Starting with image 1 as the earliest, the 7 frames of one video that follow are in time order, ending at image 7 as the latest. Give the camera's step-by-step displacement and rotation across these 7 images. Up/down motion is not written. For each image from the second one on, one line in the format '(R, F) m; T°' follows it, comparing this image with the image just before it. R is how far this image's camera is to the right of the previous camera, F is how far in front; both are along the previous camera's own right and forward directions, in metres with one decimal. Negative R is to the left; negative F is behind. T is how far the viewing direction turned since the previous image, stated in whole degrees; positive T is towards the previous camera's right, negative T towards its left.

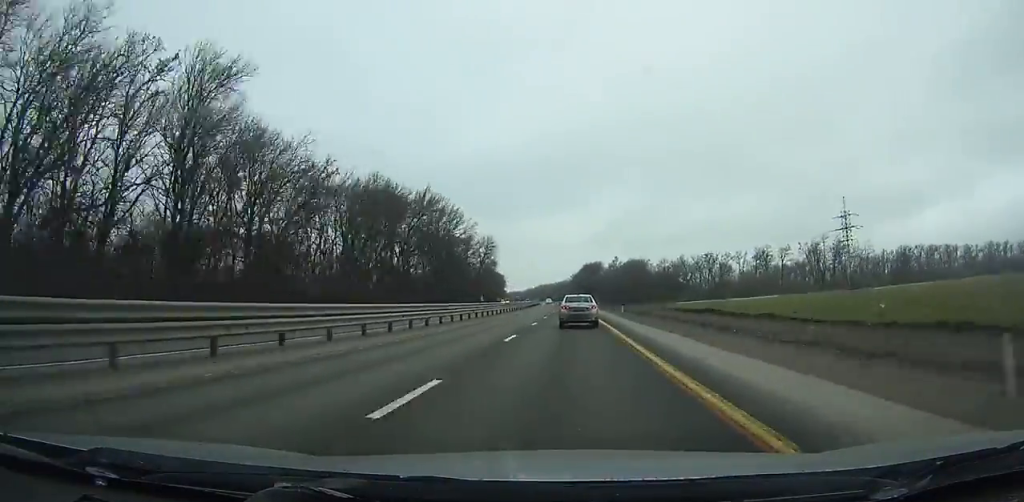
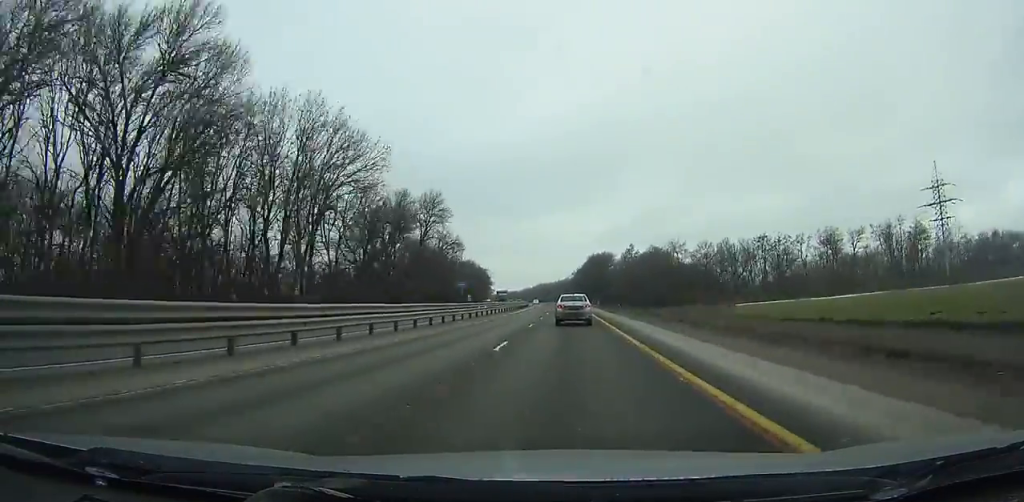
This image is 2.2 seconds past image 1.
(0.0, +54.3) m; -1°
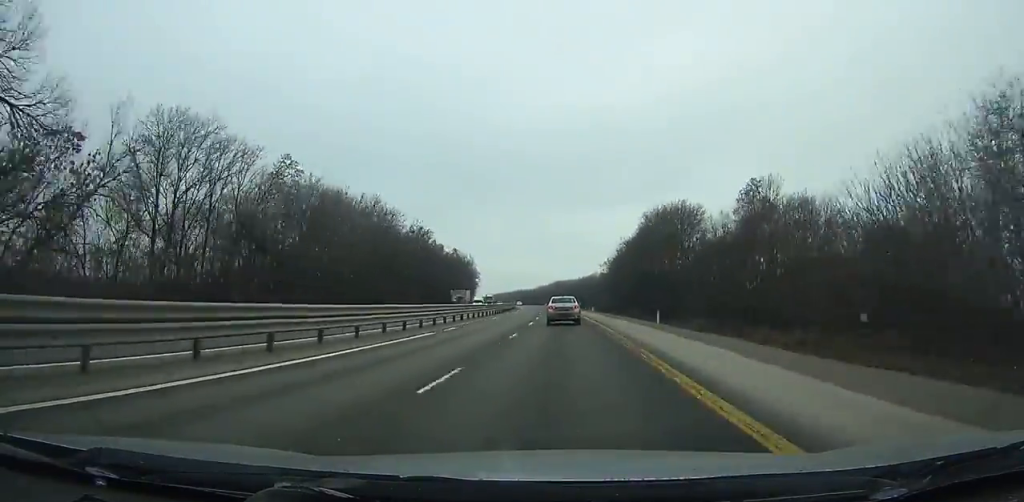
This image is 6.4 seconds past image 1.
(-2.7, +104.0) m; -3°
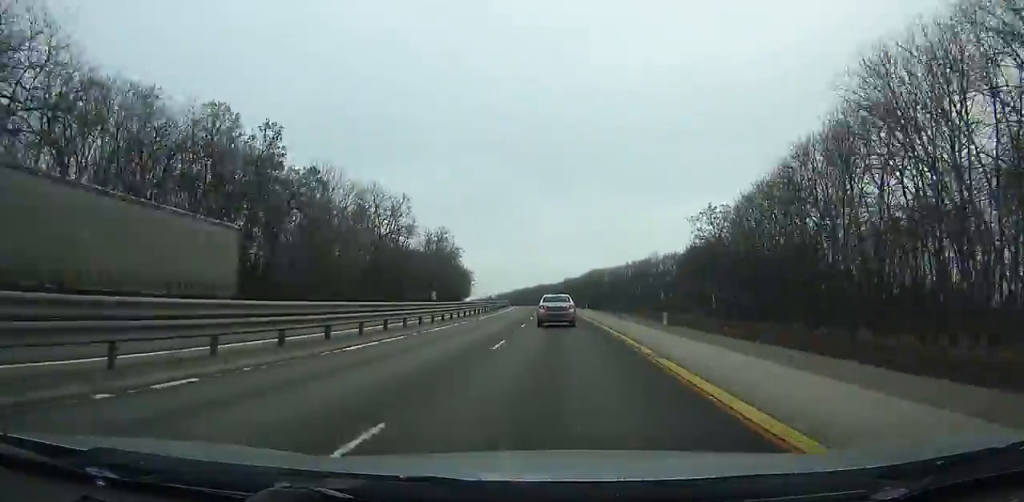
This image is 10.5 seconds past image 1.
(-2.8, +101.0) m; -4°
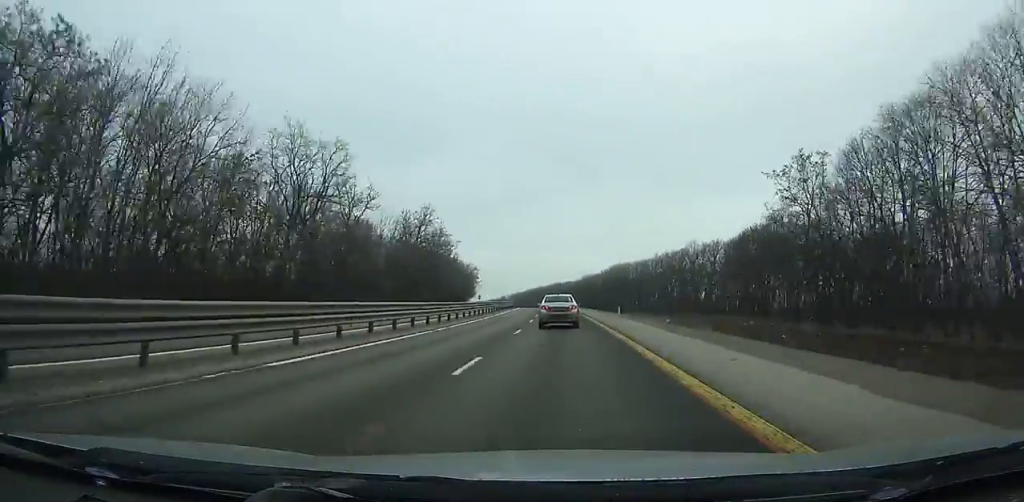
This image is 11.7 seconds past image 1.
(-0.5, +29.3) m; -1°
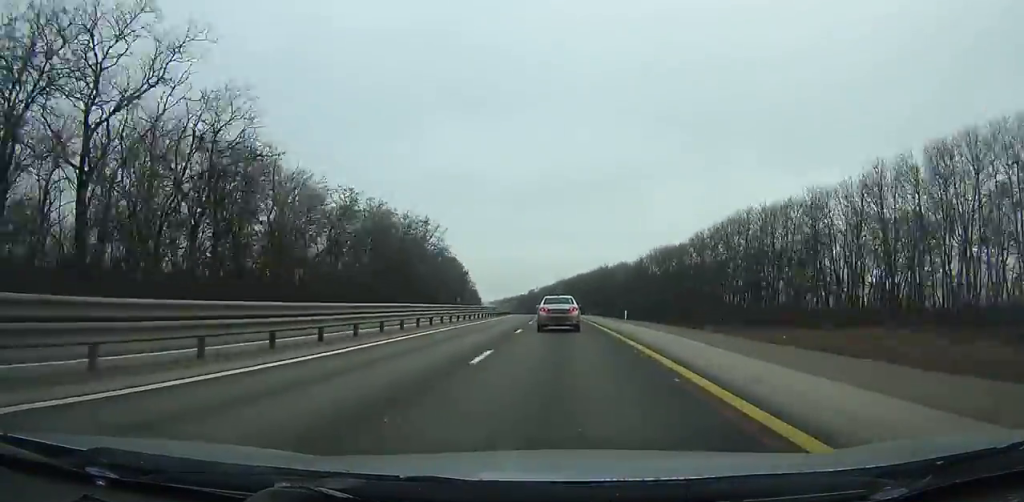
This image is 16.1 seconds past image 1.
(-3.9, +107.1) m; -4°
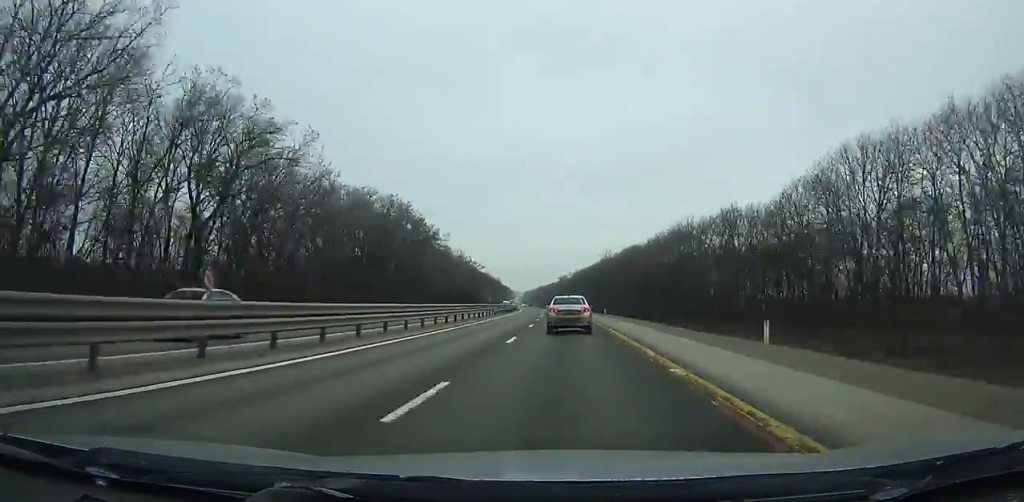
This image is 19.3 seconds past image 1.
(-2.4, +77.9) m; -3°
